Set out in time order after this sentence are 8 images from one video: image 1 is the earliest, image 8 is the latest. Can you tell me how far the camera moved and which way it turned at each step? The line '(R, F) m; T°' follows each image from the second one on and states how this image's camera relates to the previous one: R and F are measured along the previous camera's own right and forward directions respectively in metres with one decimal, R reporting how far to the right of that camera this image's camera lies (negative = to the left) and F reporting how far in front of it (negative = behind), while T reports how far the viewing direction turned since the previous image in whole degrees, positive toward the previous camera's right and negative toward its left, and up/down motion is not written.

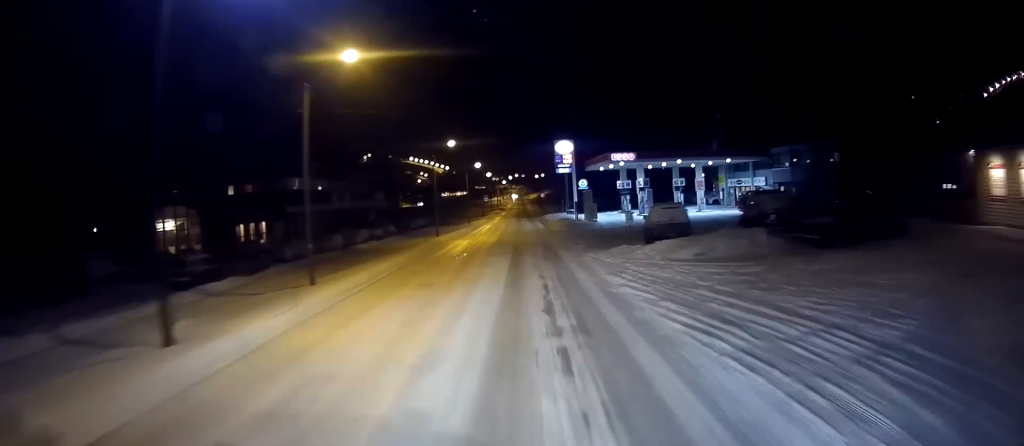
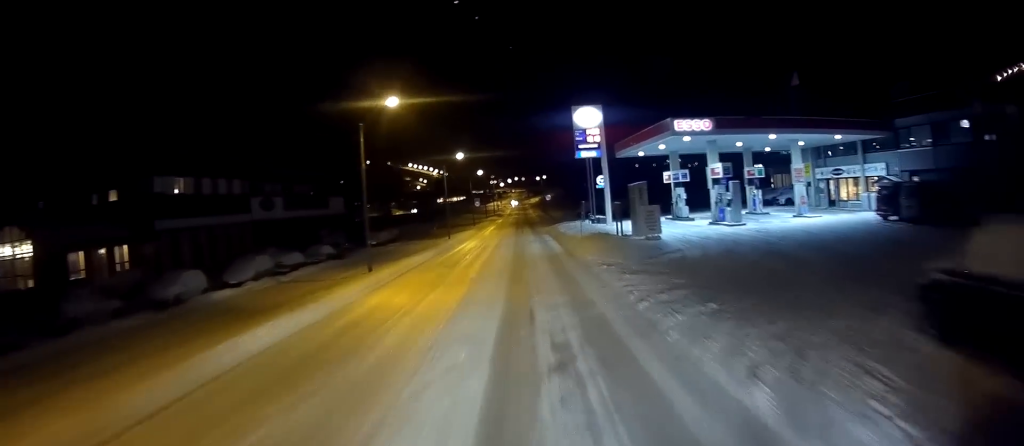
(+0.1, +22.0) m; 0°
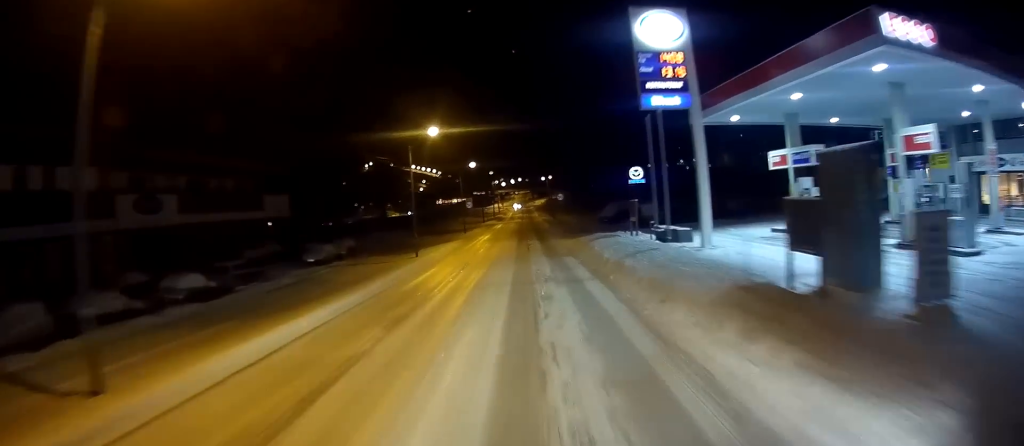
(0.0, +19.4) m; 0°
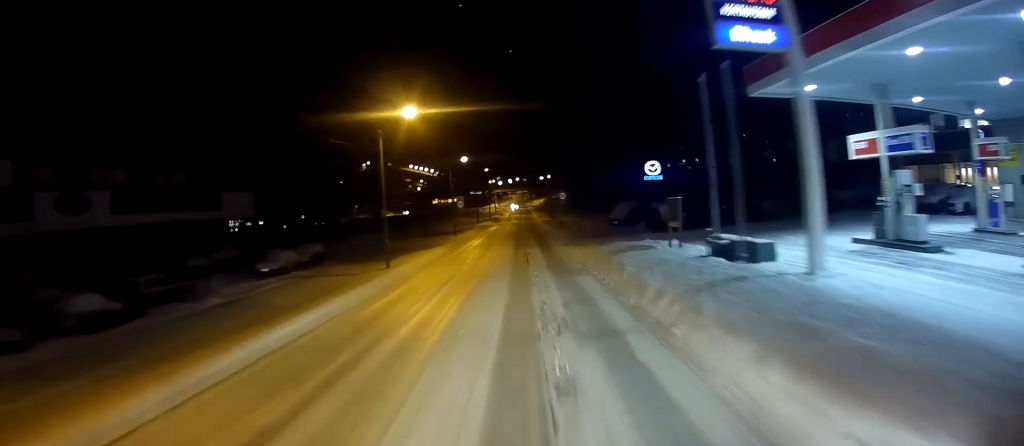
(0.0, +7.2) m; 0°
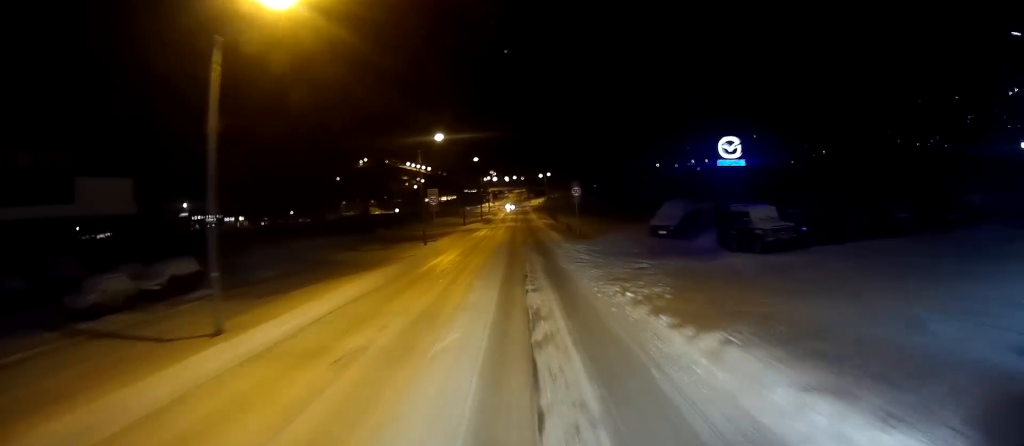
(-0.1, +17.6) m; 0°
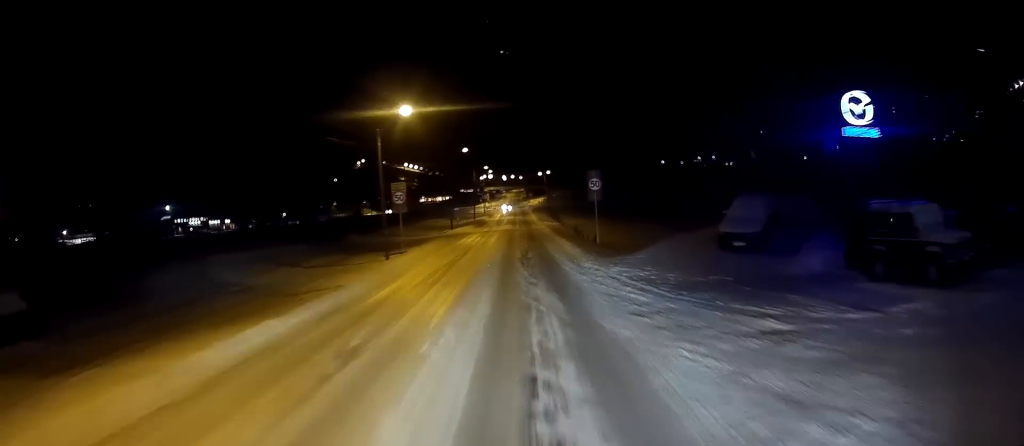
(0.0, +11.7) m; 0°
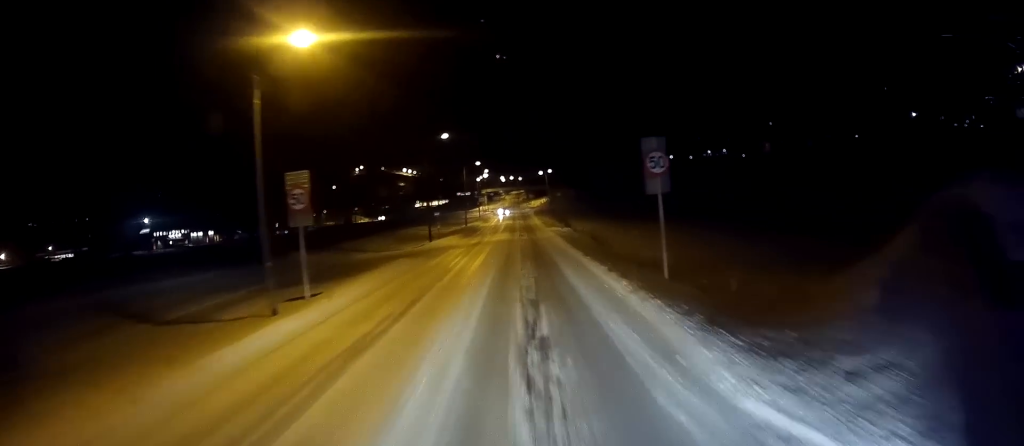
(-0.1, +14.4) m; -1°
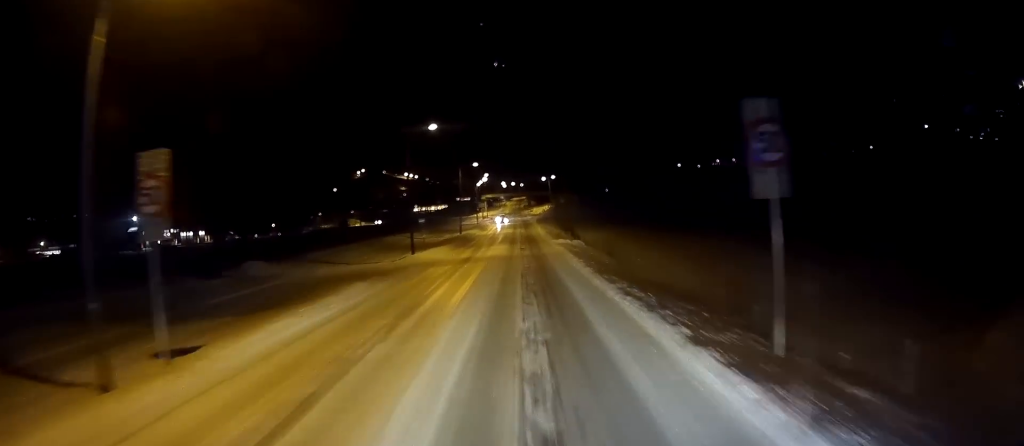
(-0.1, +8.1) m; 0°
